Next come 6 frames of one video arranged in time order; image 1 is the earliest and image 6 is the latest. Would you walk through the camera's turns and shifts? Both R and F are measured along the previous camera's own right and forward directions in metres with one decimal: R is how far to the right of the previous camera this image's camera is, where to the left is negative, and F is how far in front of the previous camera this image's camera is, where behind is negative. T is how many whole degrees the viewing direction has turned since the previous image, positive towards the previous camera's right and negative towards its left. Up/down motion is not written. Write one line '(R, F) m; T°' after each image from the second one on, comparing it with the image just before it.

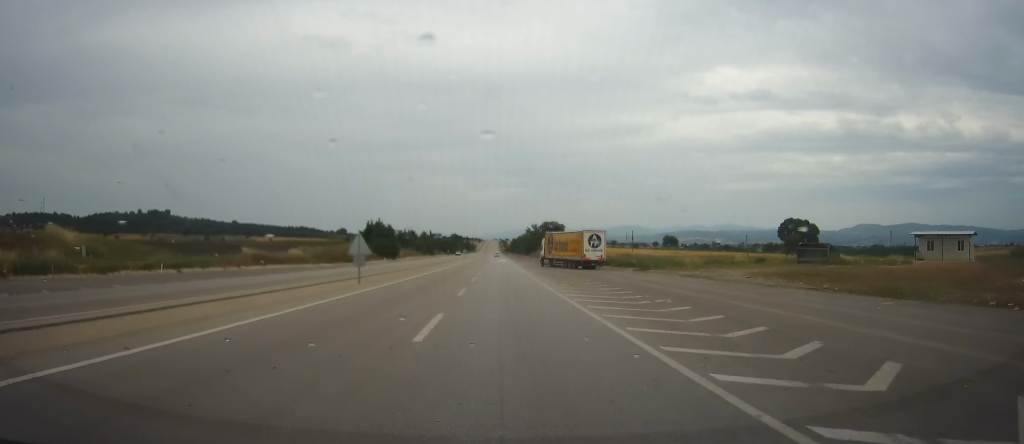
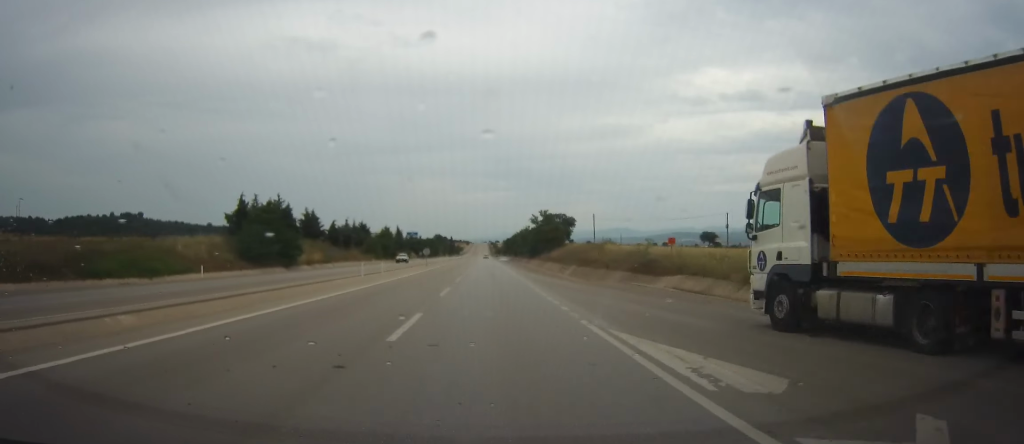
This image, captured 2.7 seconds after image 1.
(+1.2, +72.2) m; +1°
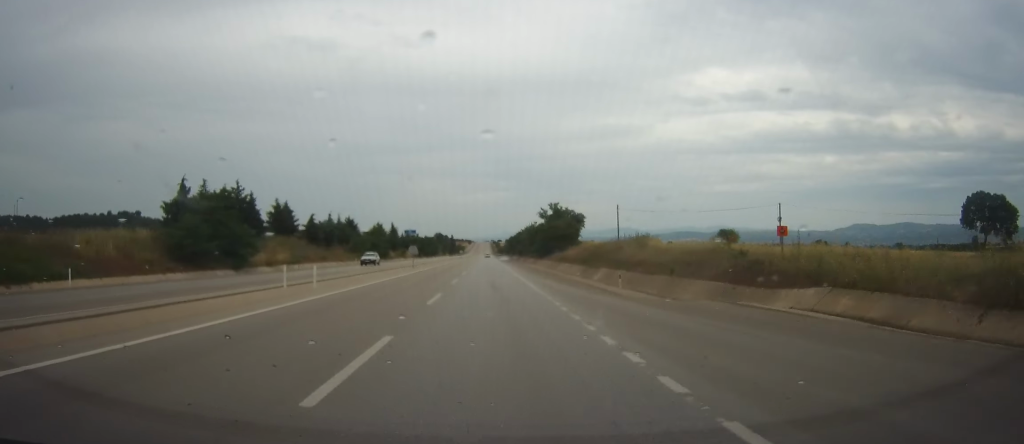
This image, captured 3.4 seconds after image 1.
(-0.2, +17.1) m; +1°
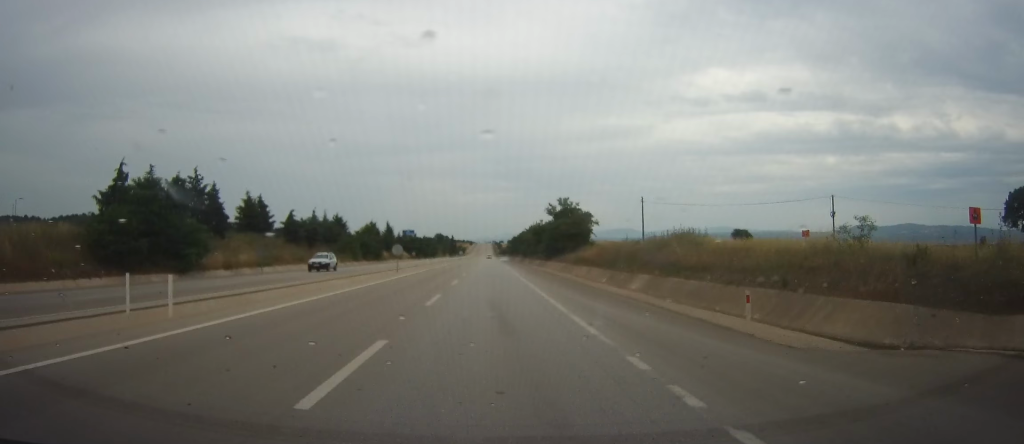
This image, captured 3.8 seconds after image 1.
(+0.3, +12.2) m; 0°
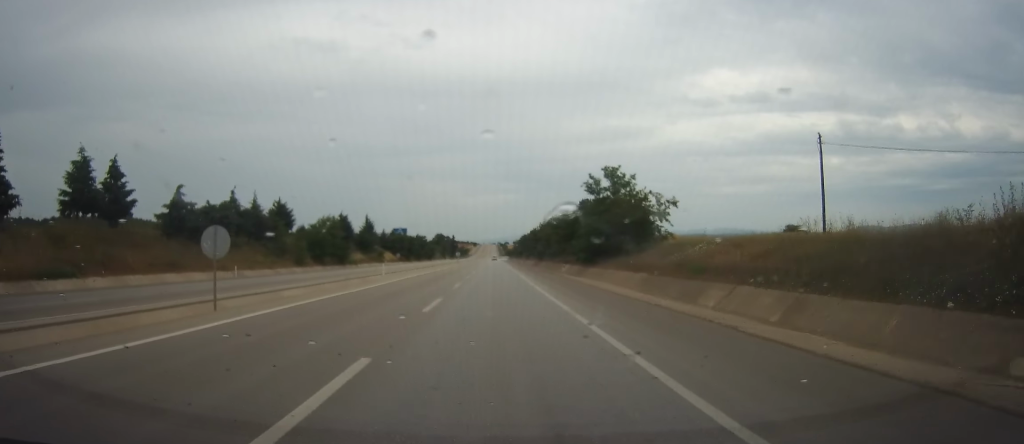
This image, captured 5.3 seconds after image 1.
(+0.3, +38.2) m; -1°
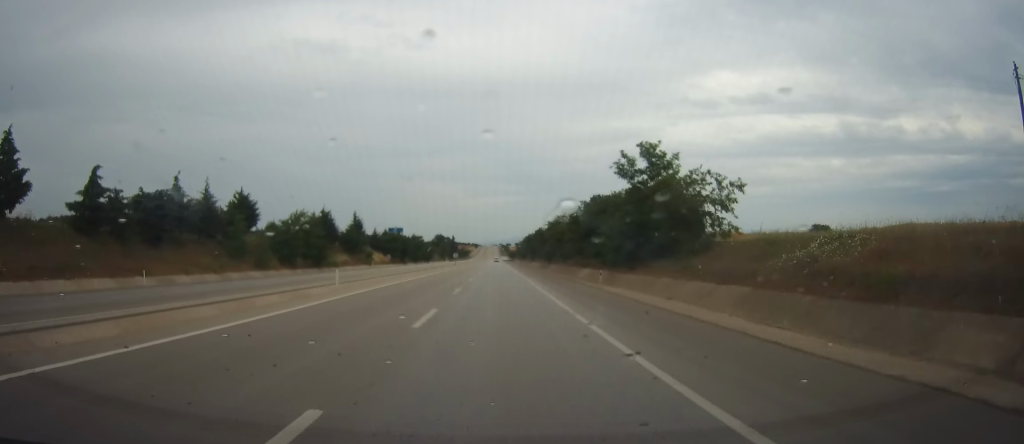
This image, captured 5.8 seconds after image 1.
(-0.2, +15.0) m; 0°
